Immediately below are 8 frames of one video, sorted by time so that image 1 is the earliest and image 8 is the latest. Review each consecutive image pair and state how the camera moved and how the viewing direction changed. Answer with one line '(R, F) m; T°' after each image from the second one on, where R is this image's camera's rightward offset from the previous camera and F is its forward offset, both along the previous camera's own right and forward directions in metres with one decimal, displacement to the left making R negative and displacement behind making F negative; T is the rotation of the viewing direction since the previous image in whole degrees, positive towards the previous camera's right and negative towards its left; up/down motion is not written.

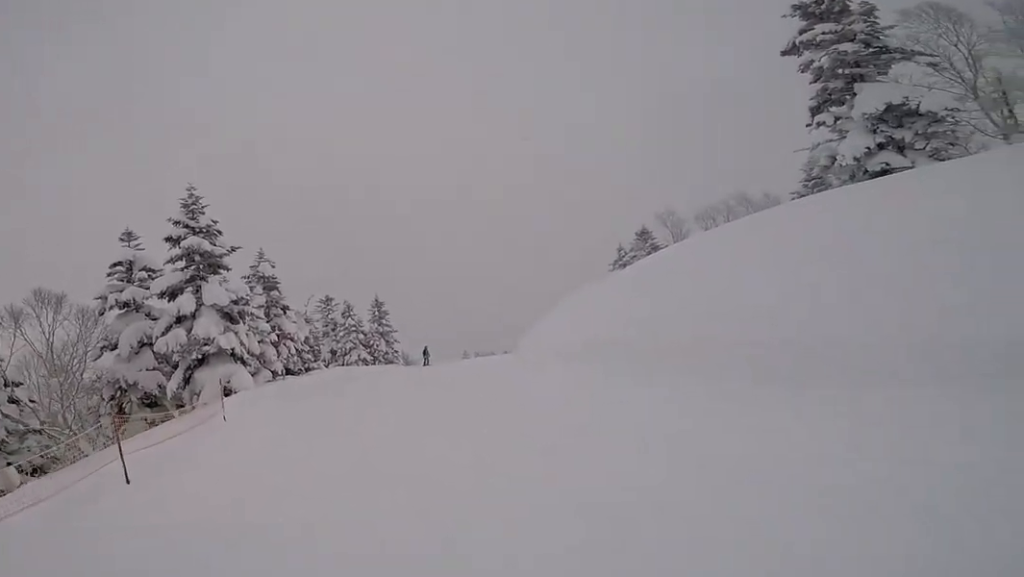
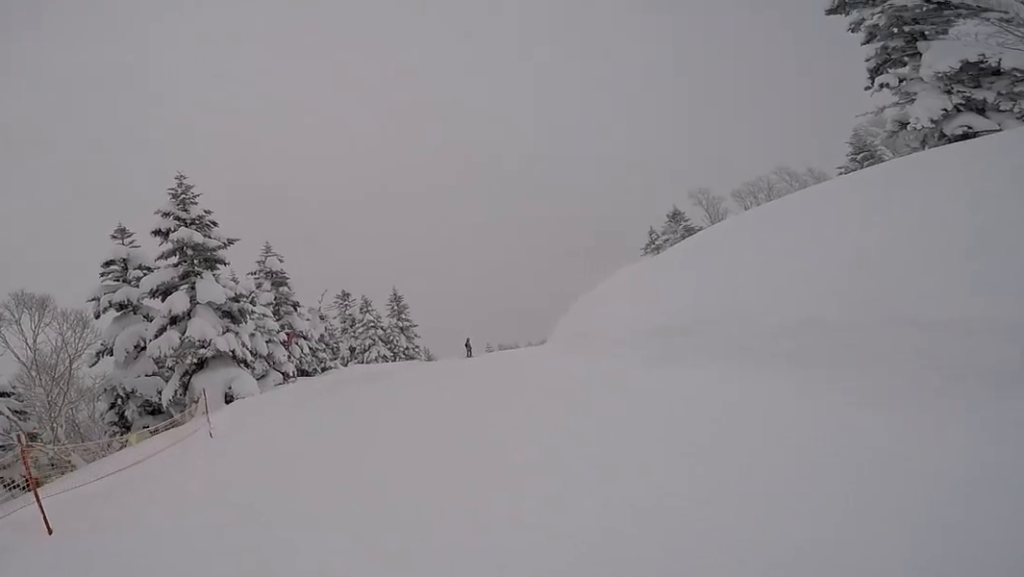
(+0.1, +2.0) m; 0°
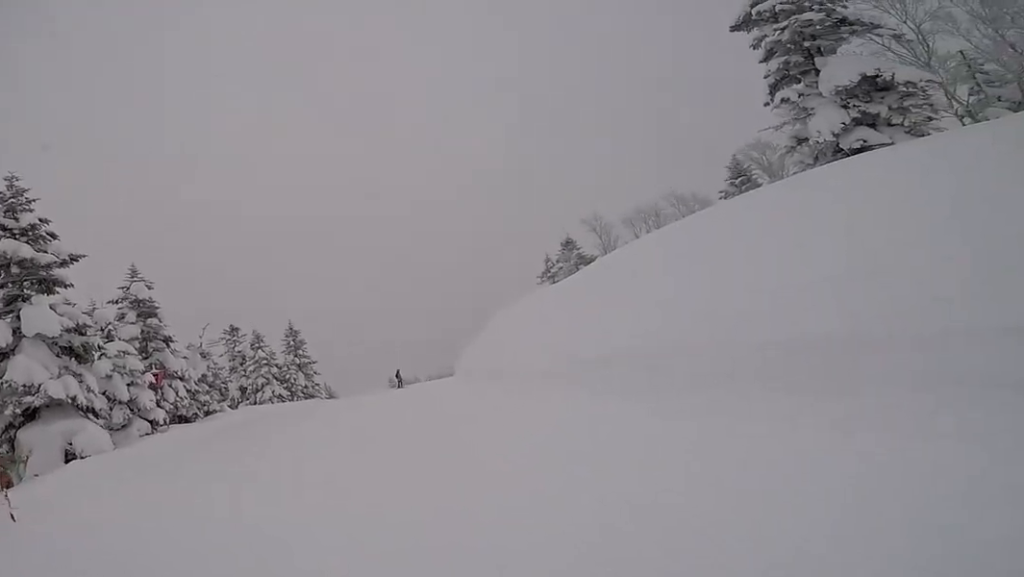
(+0.4, +2.5) m; 0°
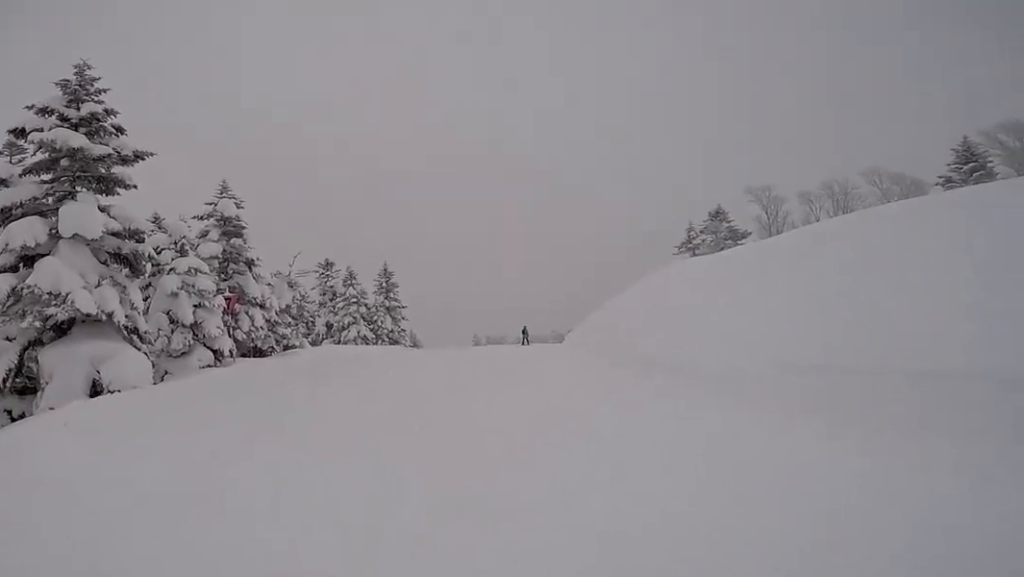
(-0.6, +3.4) m; +3°
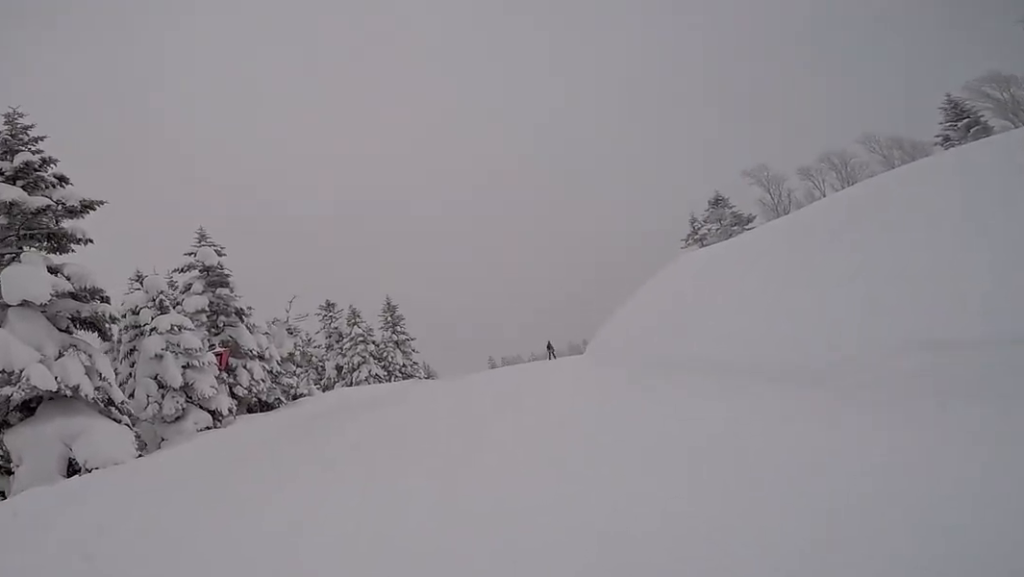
(+0.3, +1.4) m; +8°
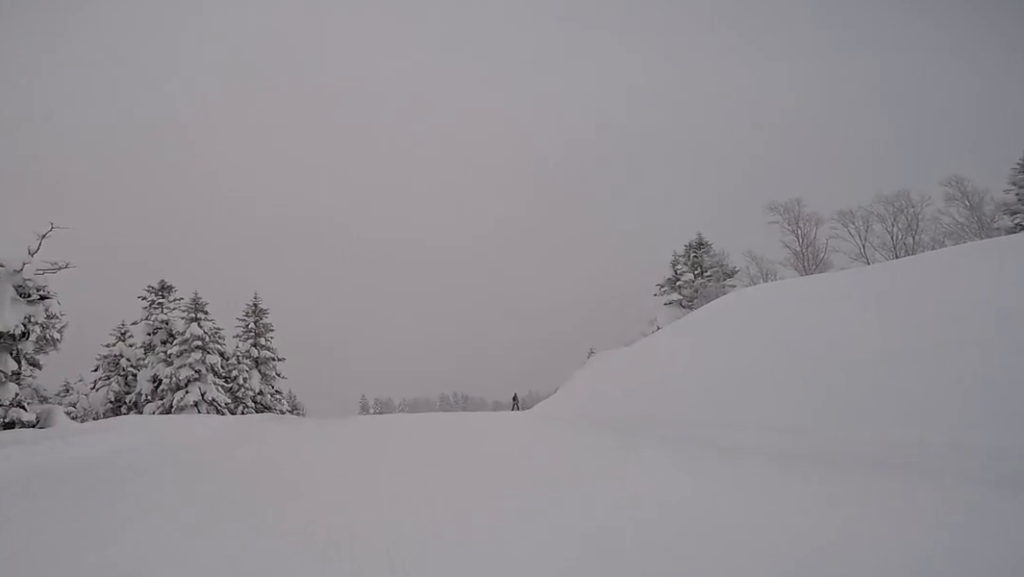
(-0.8, +11.1) m; +7°
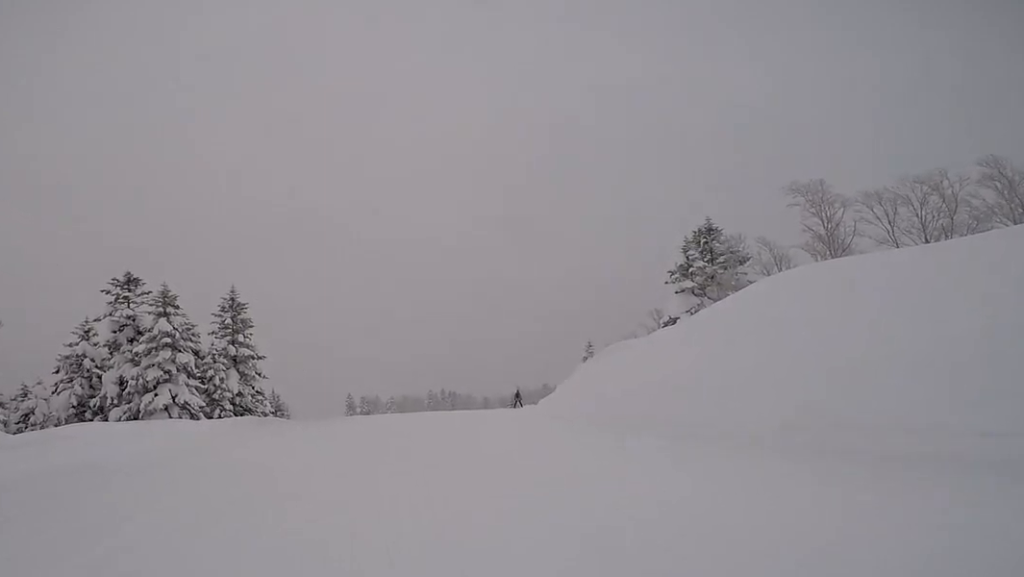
(+0.1, +2.5) m; +2°
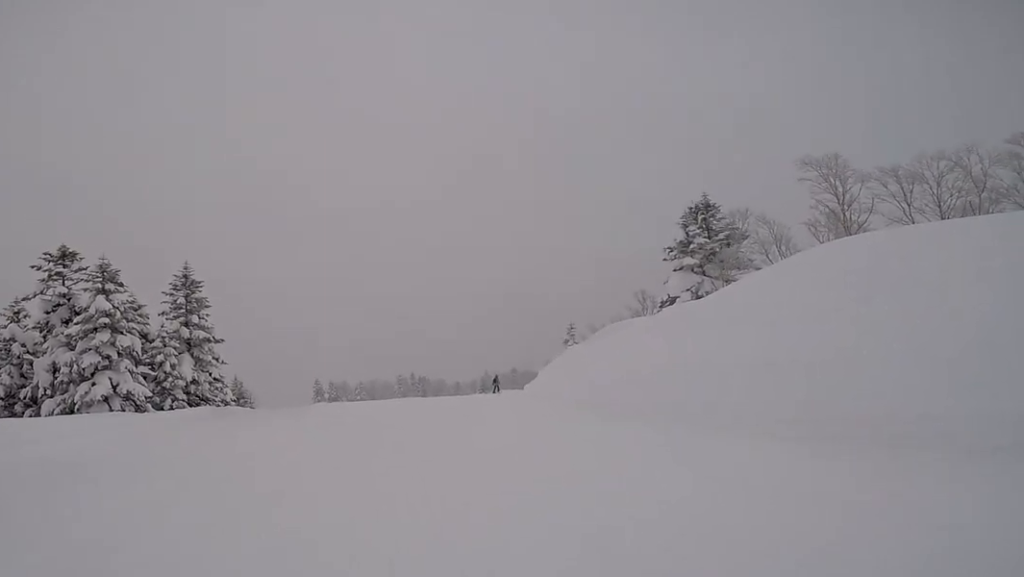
(0.0, +2.9) m; +1°
